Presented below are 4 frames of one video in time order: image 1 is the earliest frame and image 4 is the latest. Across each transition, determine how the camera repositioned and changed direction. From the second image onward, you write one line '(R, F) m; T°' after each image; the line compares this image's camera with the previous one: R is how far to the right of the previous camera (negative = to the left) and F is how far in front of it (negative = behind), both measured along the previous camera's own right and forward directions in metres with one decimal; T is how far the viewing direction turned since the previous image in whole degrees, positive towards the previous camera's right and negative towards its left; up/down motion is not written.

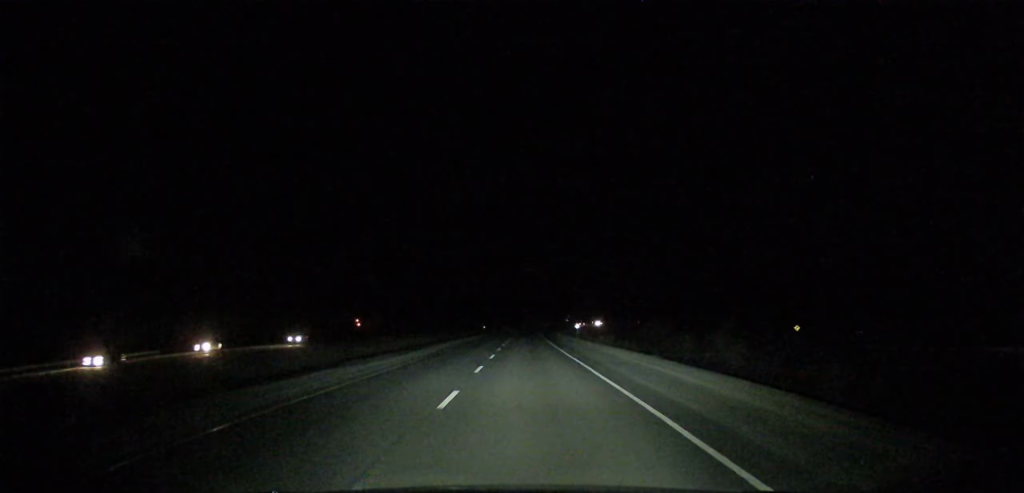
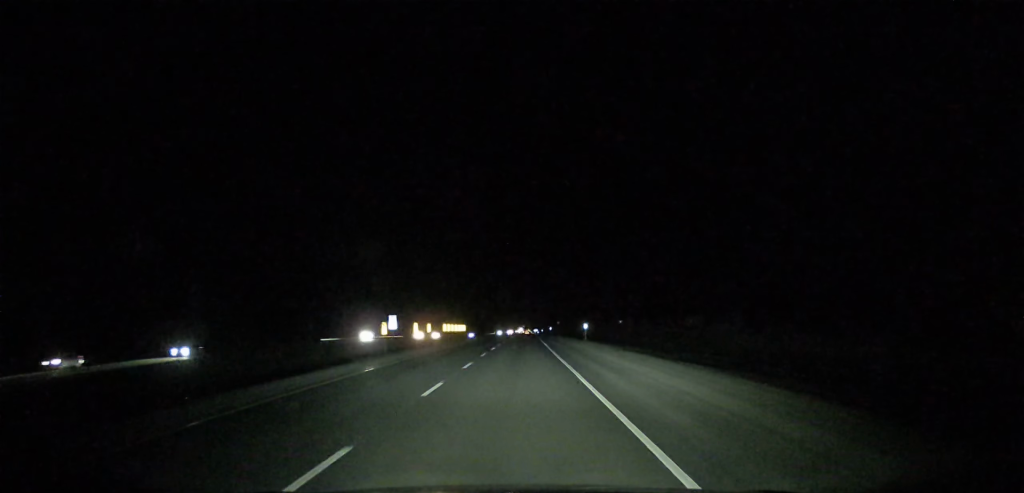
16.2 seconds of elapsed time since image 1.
(+117.7, +564.4) m; +20°
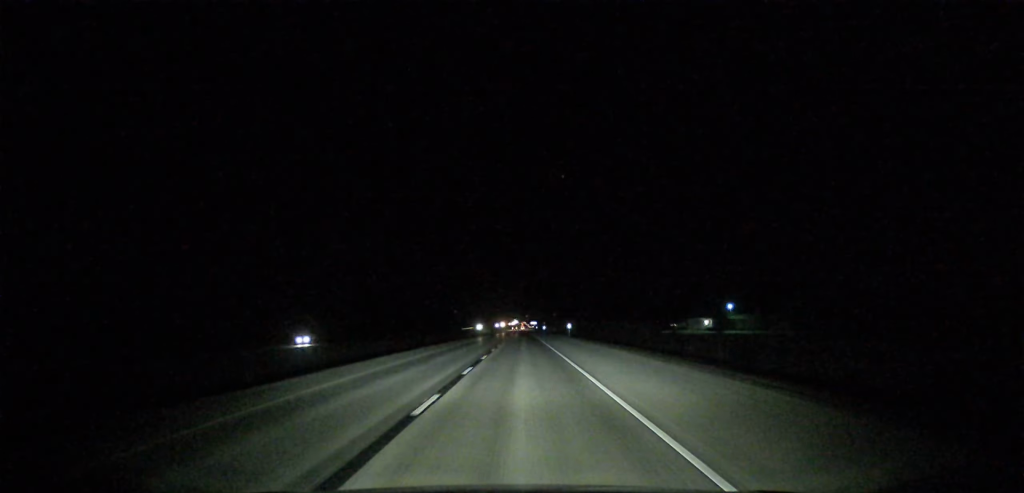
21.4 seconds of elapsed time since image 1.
(+0.2, +189.7) m; 0°
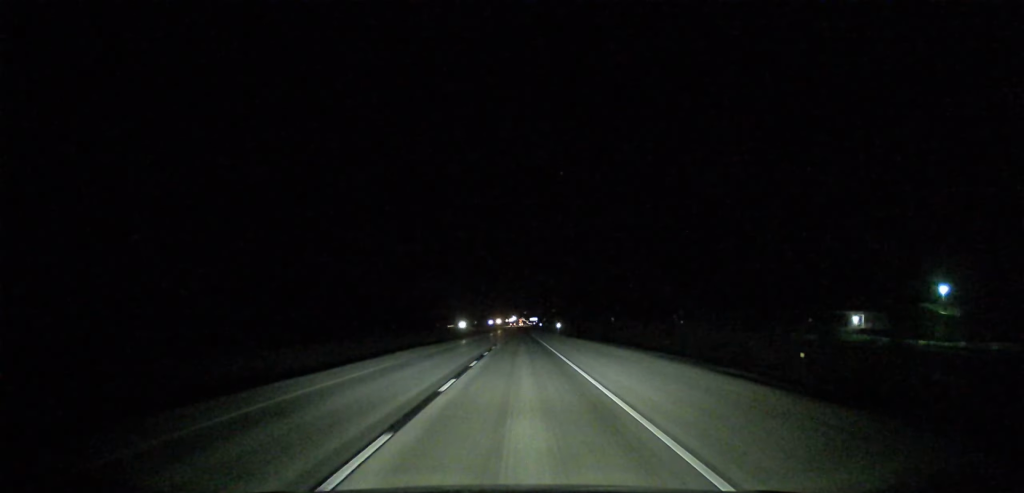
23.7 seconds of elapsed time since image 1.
(-0.1, +85.3) m; 0°
